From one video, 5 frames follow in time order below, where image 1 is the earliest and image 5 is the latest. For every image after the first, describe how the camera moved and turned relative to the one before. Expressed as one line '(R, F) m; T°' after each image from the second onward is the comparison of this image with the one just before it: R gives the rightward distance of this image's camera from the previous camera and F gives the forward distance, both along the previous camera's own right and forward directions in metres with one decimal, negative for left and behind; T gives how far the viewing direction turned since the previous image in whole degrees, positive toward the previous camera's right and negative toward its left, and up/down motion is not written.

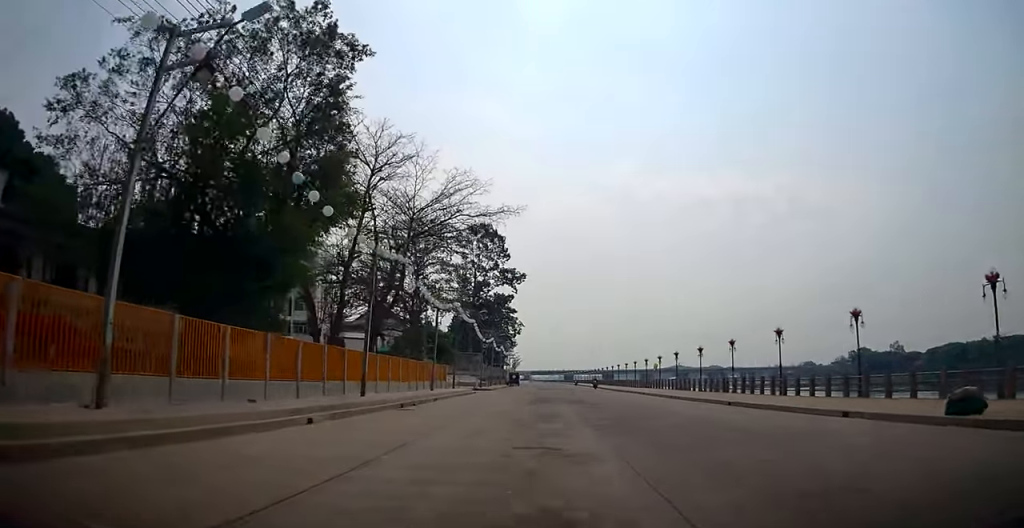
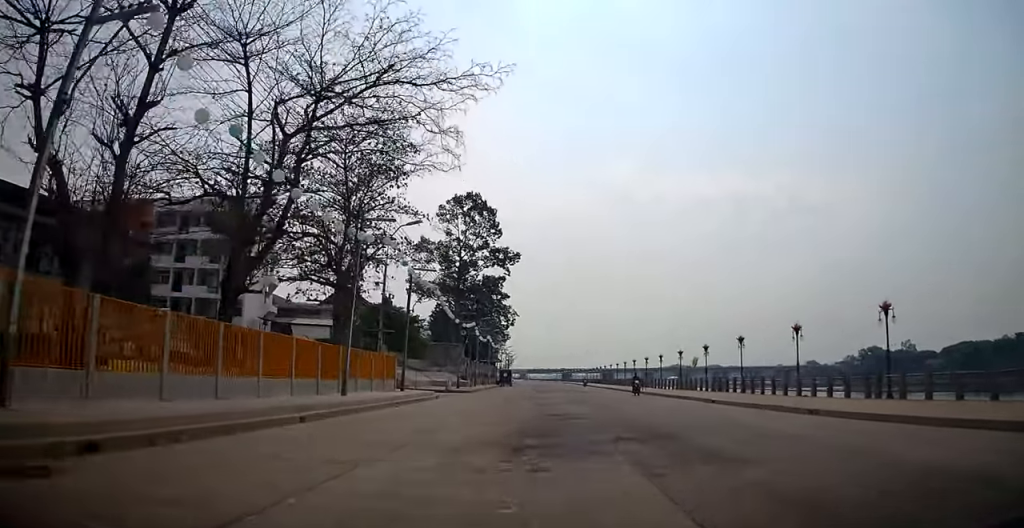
(+0.4, +16.9) m; +1°
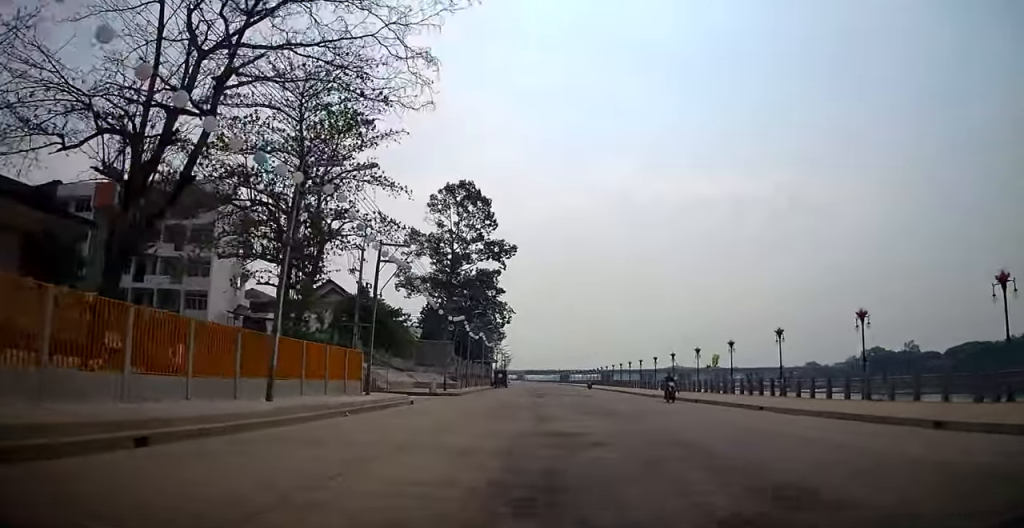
(+0.1, +6.0) m; -1°
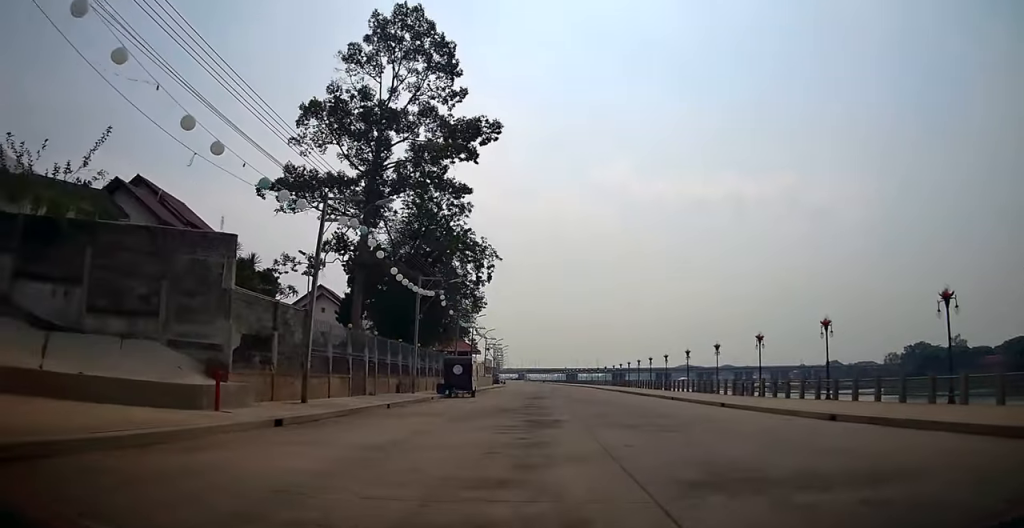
(-0.6, +45.2) m; -3°
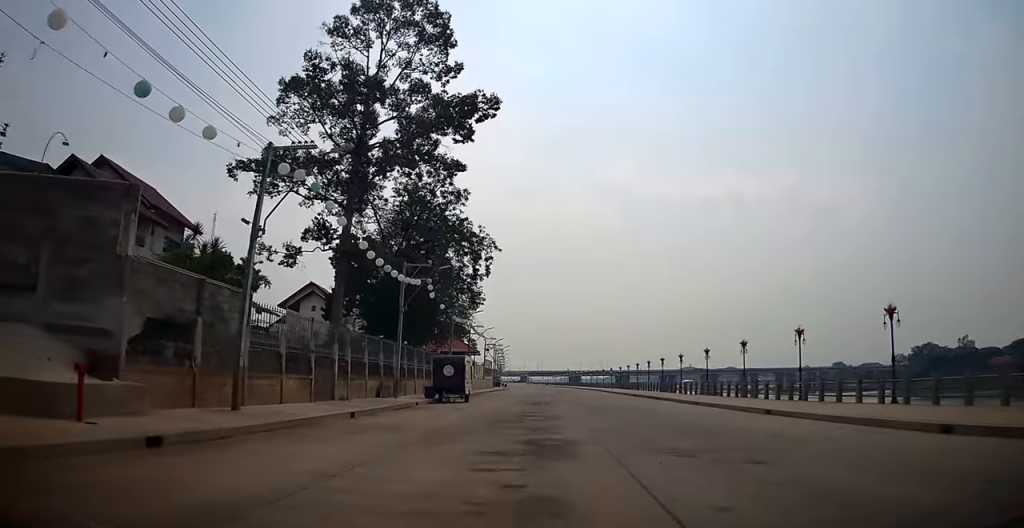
(0.0, +5.1) m; 0°
